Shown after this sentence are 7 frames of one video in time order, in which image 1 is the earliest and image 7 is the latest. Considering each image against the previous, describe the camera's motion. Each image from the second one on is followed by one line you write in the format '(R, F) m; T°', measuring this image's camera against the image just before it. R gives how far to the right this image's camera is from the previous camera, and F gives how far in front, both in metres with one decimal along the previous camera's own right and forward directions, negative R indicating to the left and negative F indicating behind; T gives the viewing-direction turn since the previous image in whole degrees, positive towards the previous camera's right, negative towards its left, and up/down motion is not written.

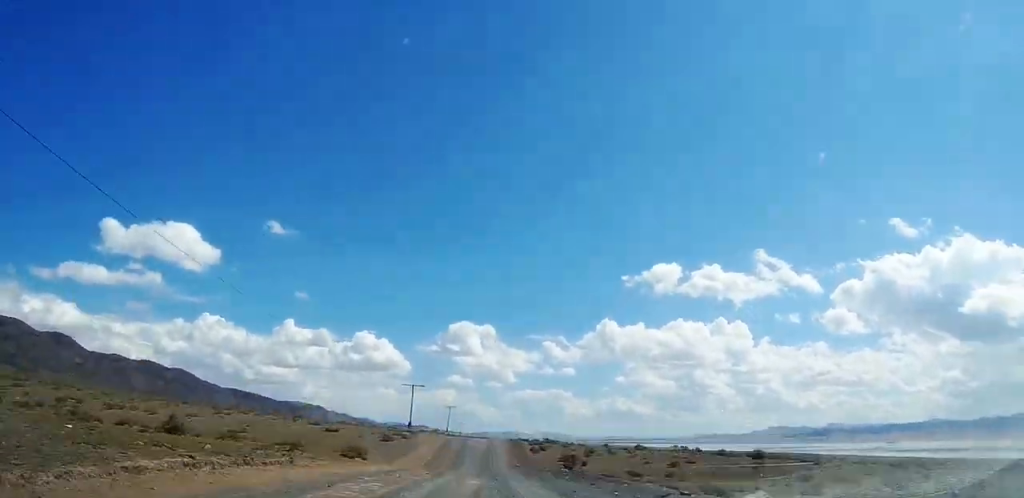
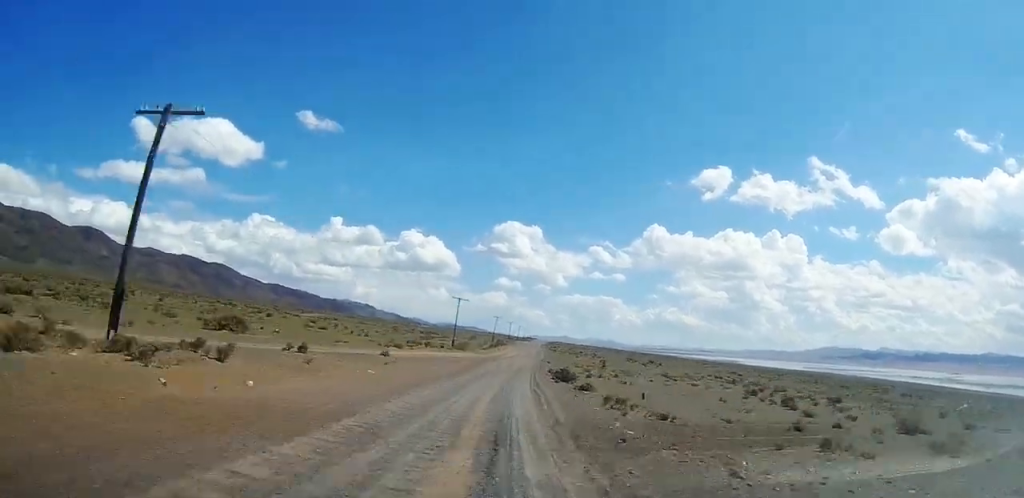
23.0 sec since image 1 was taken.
(+2.4, +251.4) m; 0°
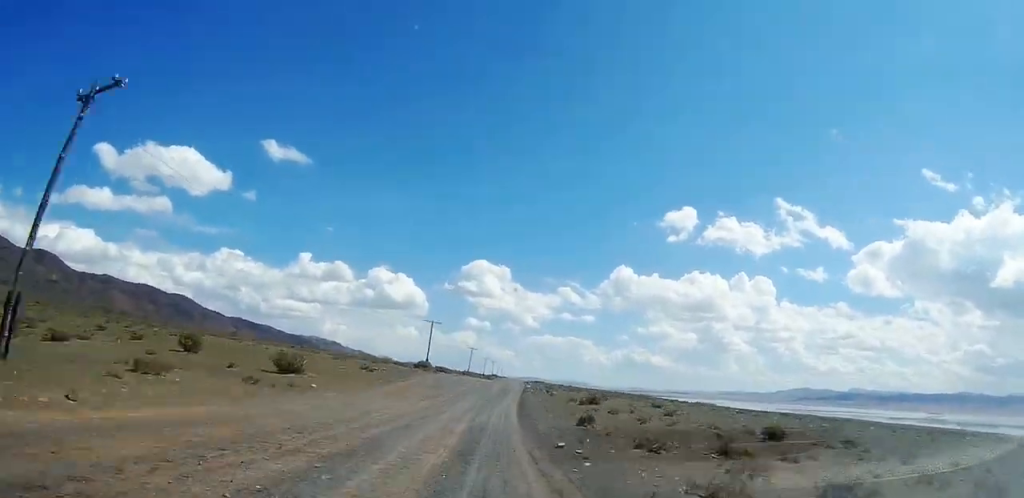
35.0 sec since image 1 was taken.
(-0.1, +132.3) m; 0°
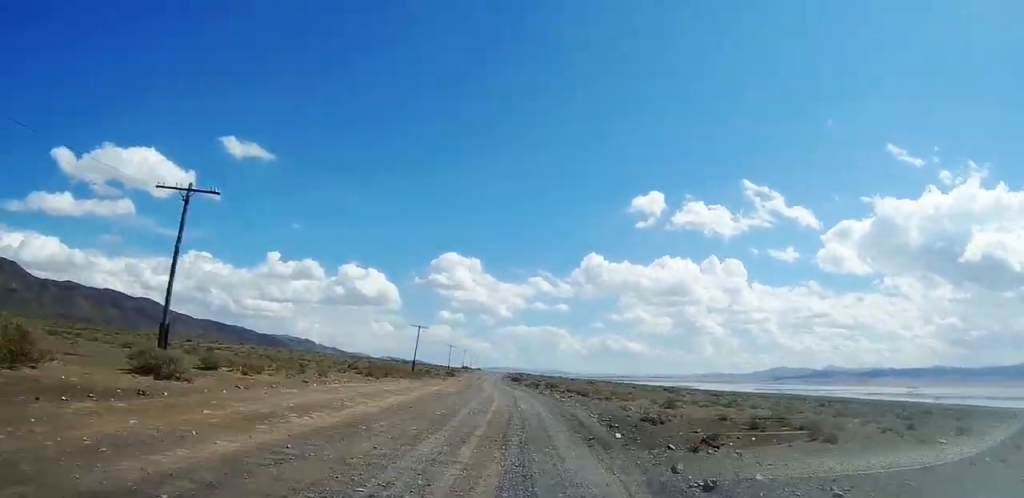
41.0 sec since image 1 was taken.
(+0.3, +66.6) m; 0°
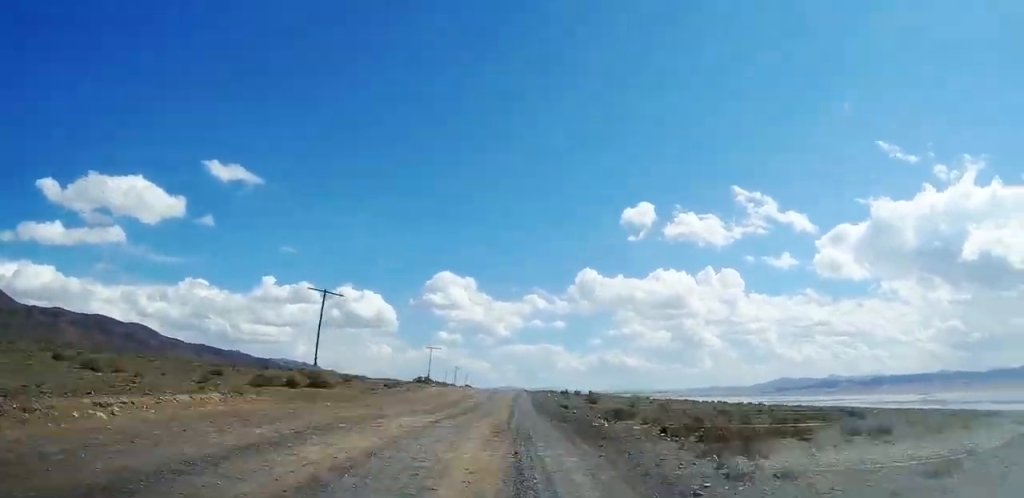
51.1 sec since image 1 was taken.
(+0.8, +111.3) m; 0°
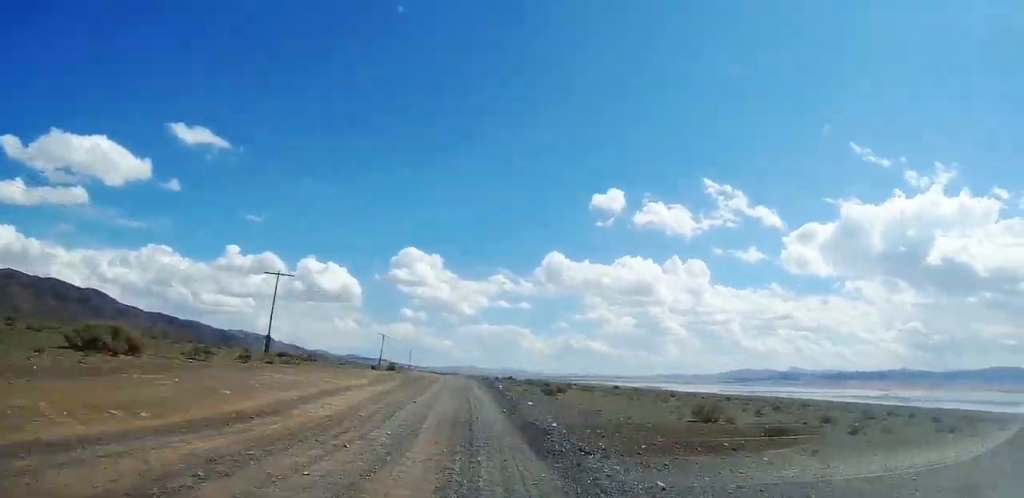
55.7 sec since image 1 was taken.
(+0.6, +51.8) m; 0°
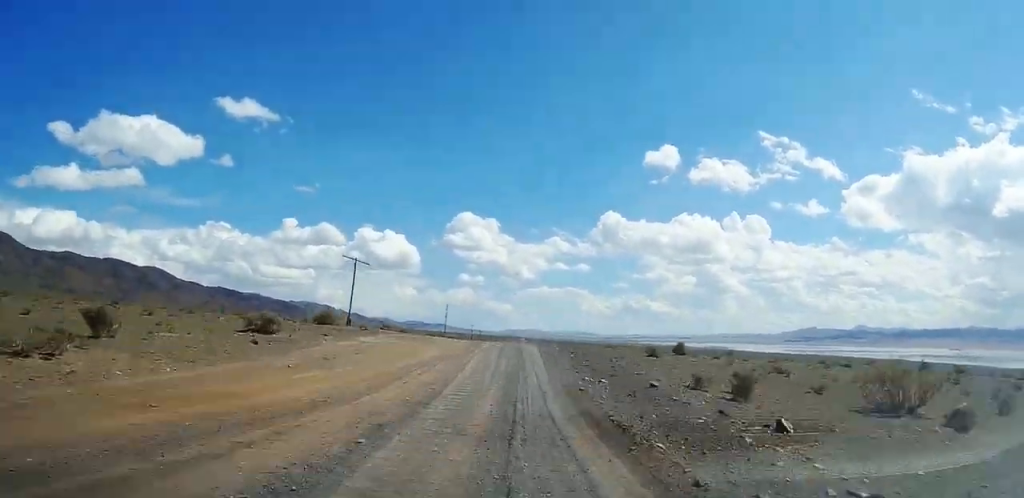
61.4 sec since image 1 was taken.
(-0.5, +61.5) m; -1°
